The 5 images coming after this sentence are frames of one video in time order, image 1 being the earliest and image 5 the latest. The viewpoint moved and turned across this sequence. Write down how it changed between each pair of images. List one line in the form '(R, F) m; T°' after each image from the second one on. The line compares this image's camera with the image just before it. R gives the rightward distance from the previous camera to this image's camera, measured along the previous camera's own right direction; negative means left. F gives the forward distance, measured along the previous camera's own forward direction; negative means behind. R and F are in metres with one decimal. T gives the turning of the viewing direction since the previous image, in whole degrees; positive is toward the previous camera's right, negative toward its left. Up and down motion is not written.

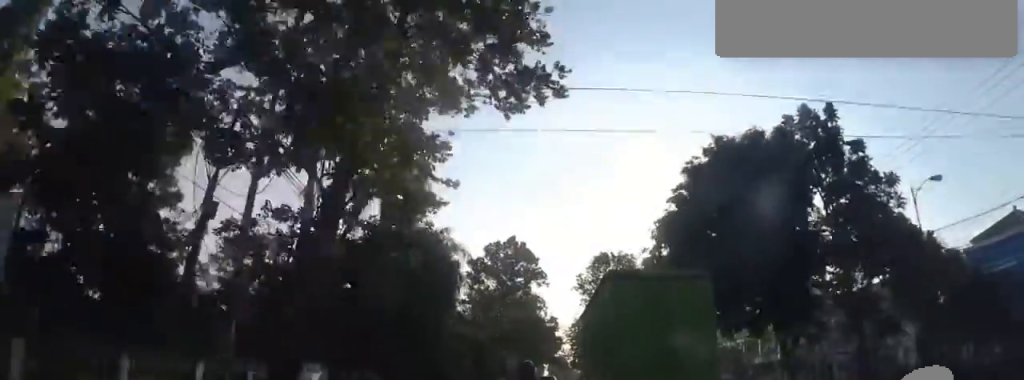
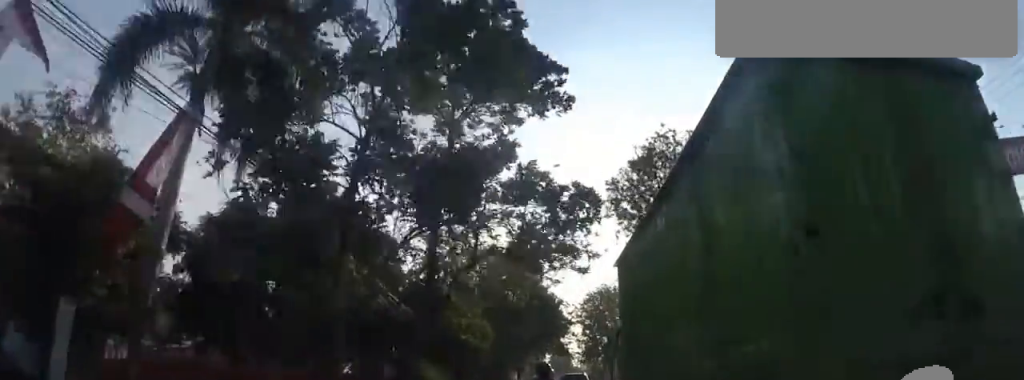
(-0.4, +28.4) m; -1°
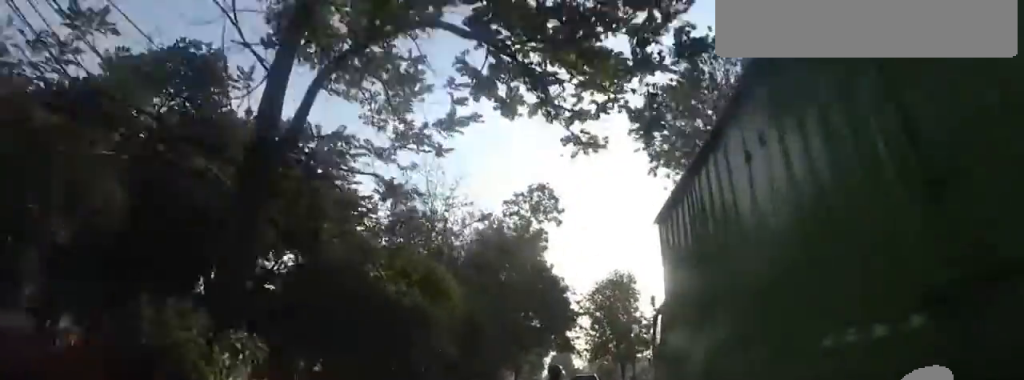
(-0.4, +10.1) m; 0°
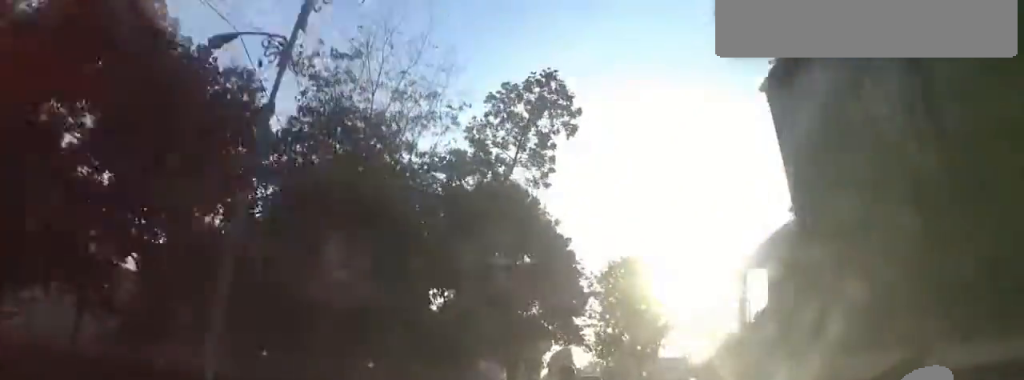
(-0.2, +11.6) m; +1°
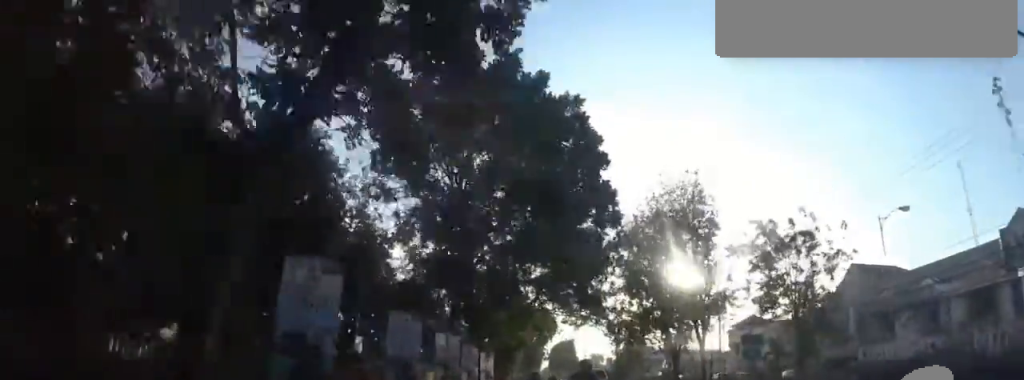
(+0.8, +13.5) m; +1°
